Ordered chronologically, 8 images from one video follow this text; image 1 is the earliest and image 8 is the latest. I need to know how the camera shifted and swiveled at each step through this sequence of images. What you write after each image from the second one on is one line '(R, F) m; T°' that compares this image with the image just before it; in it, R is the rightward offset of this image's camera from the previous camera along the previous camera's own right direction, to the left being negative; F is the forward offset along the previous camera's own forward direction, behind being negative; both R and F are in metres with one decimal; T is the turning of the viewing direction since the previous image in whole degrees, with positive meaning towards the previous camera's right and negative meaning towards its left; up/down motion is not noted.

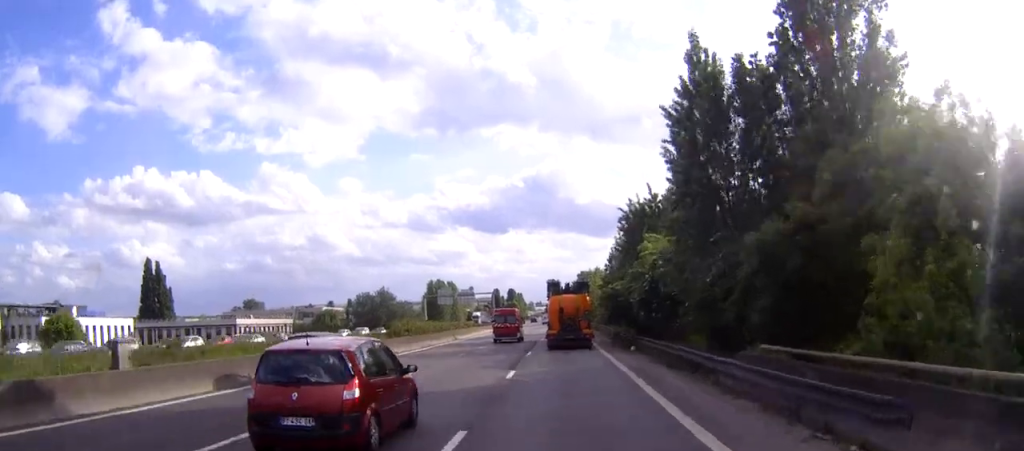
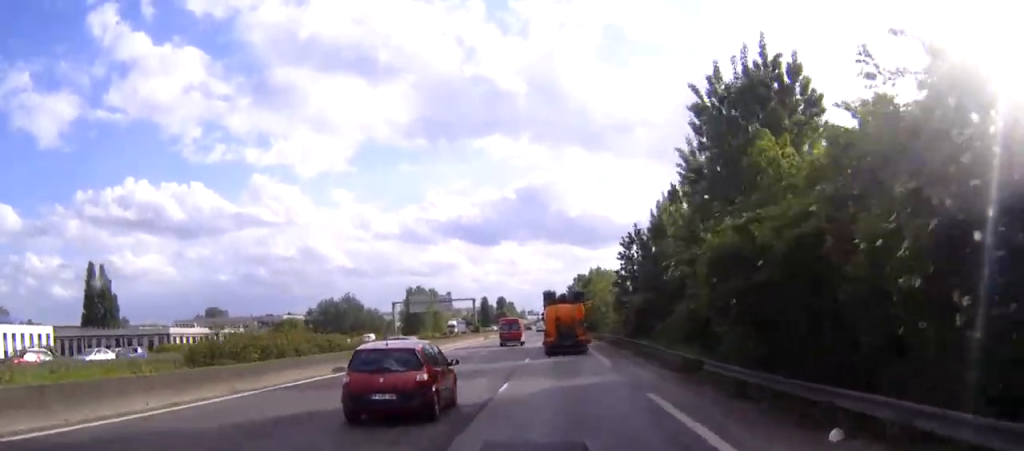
(+0.1, +28.3) m; 0°
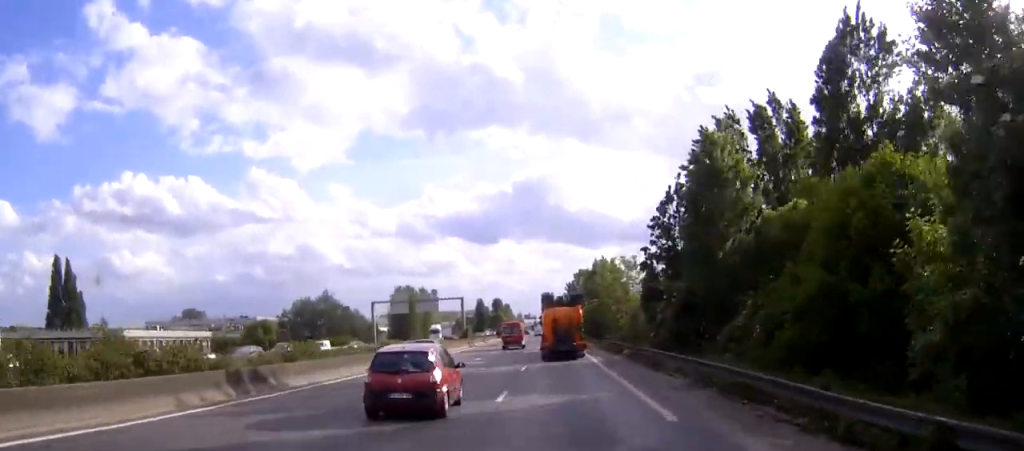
(0.0, +16.2) m; 0°
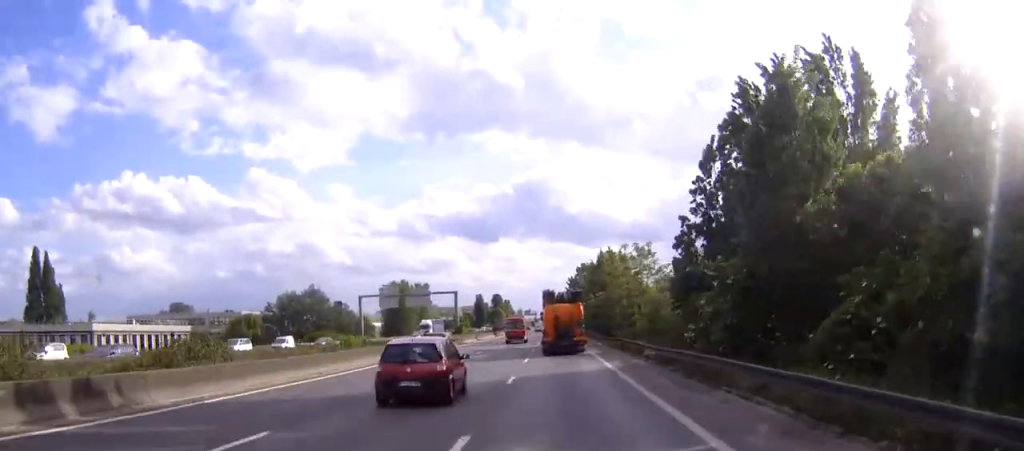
(0.0, +10.0) m; 0°
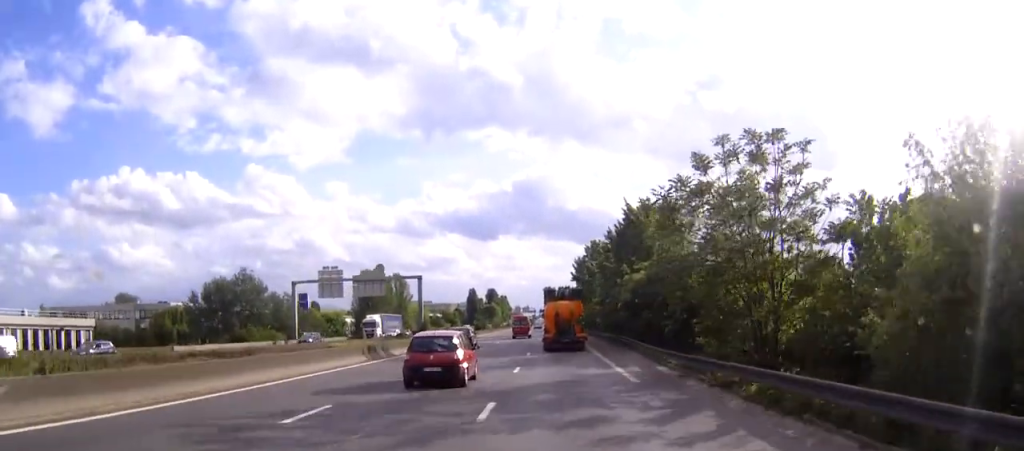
(+0.1, +34.8) m; 0°
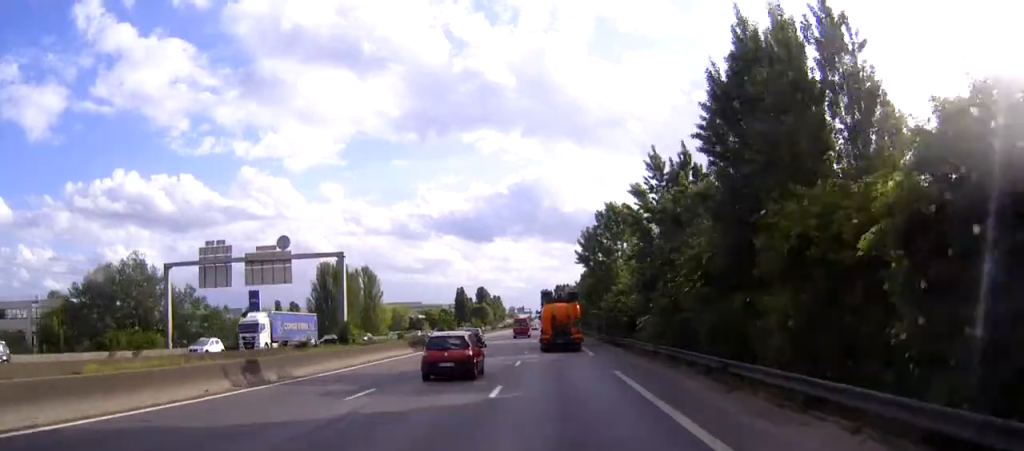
(0.0, +34.0) m; 0°
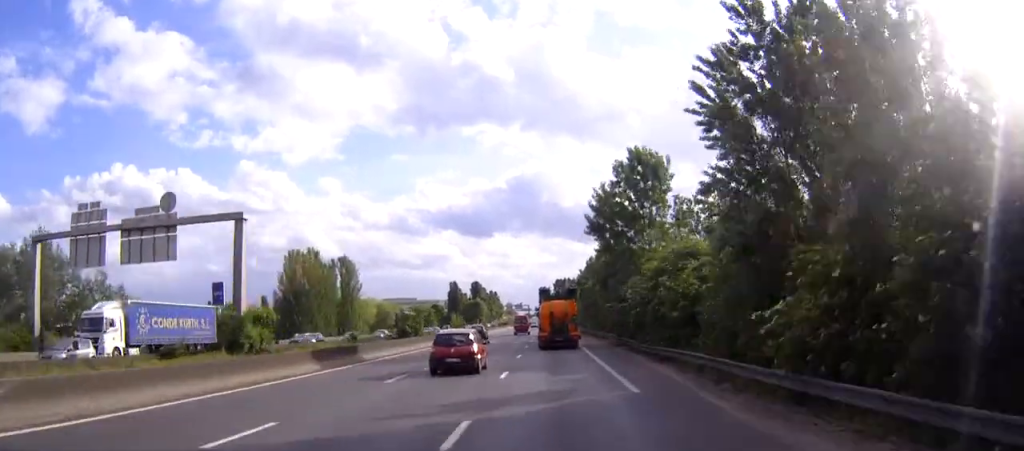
(0.0, +20.2) m; 0°
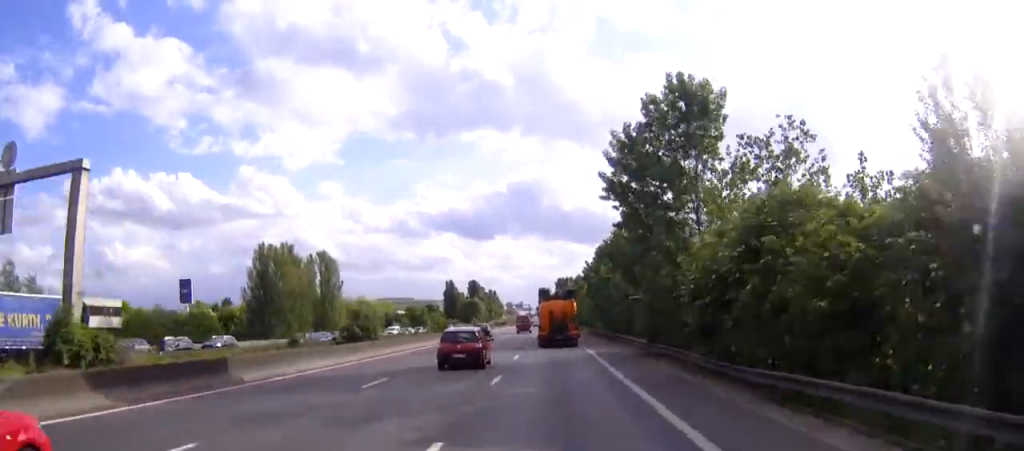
(0.0, +15.9) m; 0°
